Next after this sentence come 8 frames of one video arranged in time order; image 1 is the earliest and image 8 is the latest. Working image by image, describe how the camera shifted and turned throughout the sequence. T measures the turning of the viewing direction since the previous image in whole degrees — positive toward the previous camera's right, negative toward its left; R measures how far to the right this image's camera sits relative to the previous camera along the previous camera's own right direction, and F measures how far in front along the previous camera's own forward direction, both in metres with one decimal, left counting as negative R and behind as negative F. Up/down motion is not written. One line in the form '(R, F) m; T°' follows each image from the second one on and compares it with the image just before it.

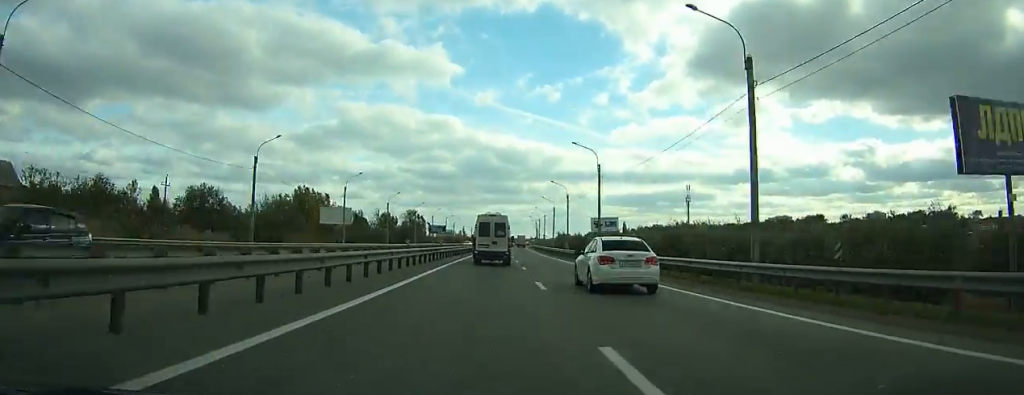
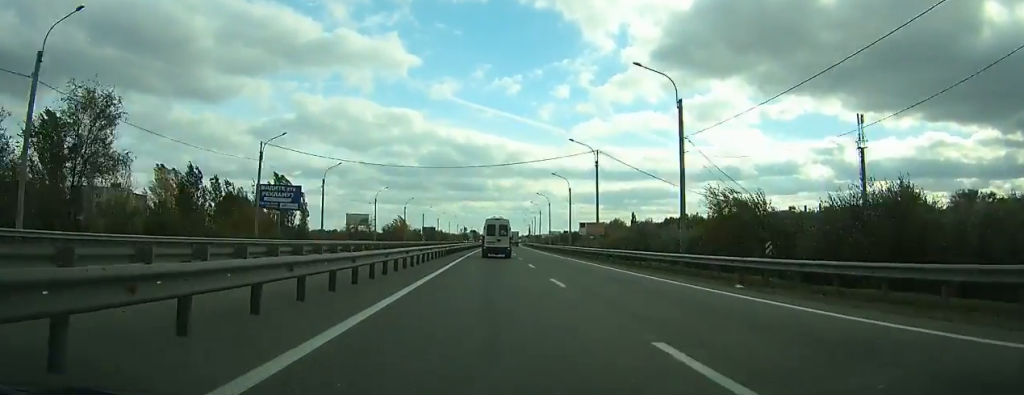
(+3.7, +140.0) m; +3°
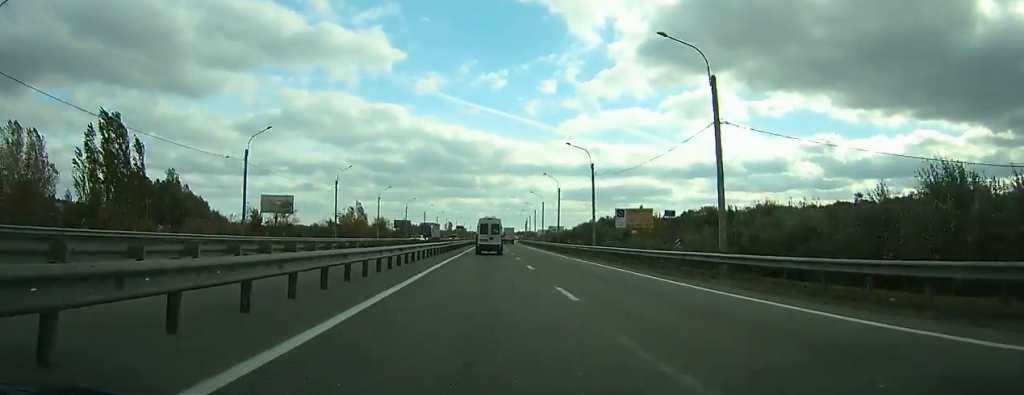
(+0.3, +50.5) m; +1°
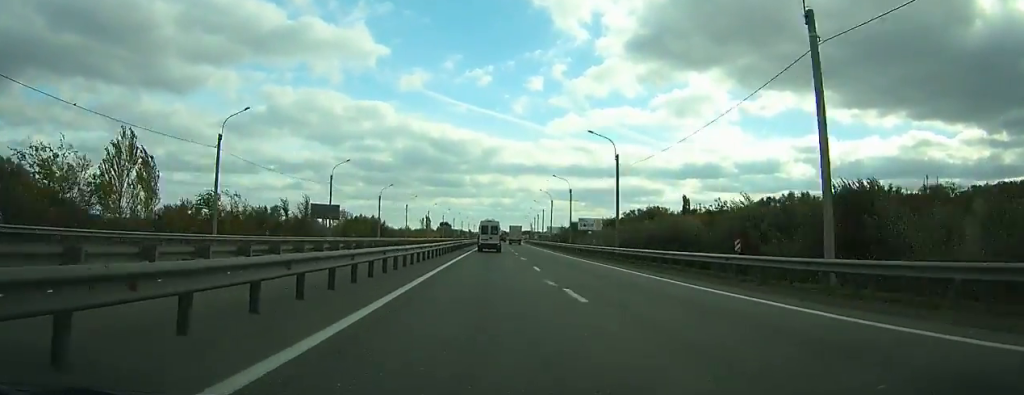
(+1.2, +96.8) m; +1°
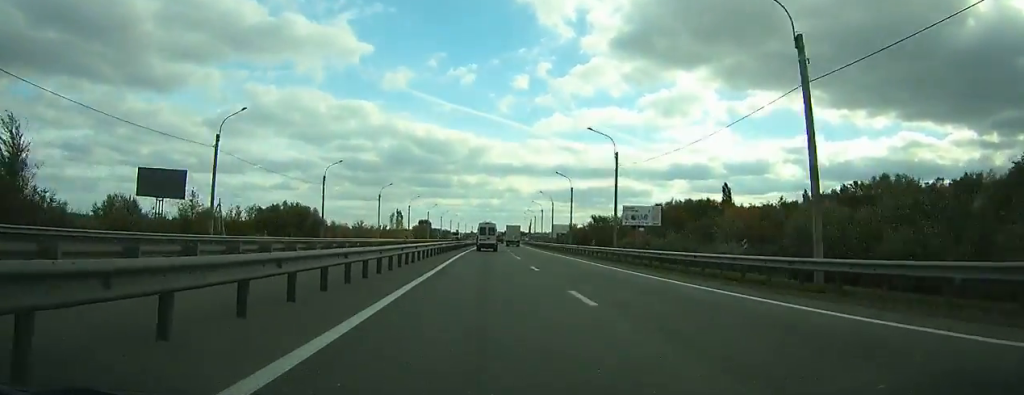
(+0.1, +61.0) m; +1°
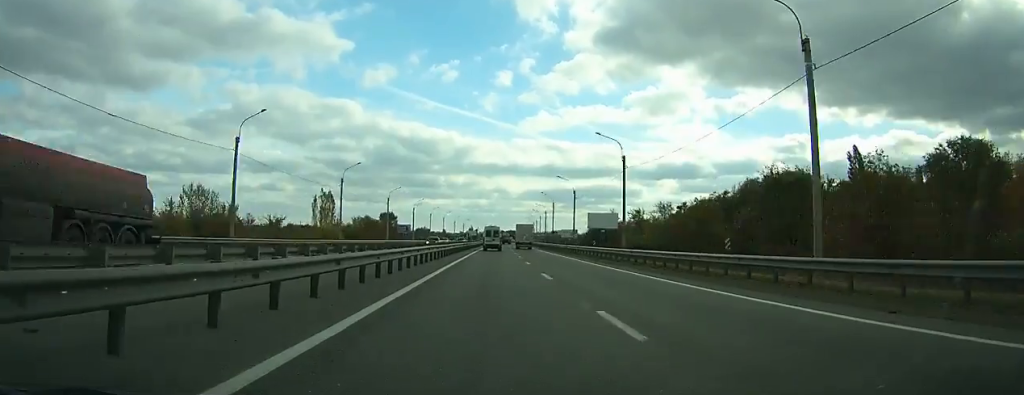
(+1.0, +88.7) m; +1°
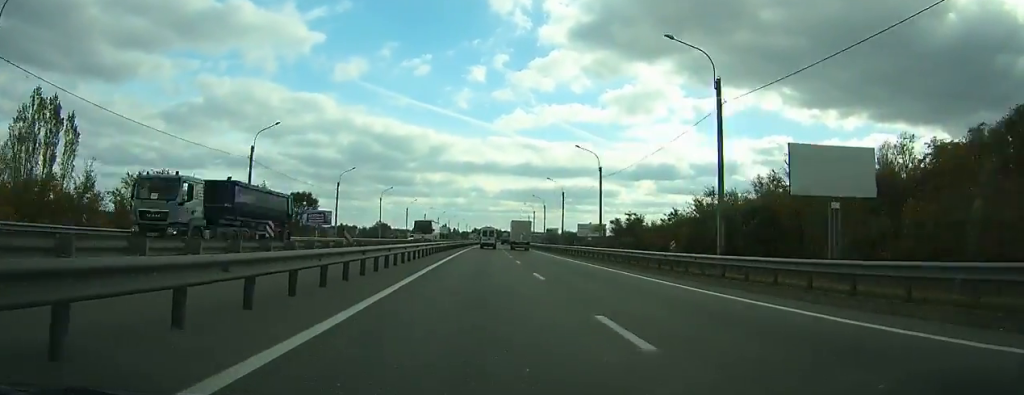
(+1.1, +86.1) m; +1°
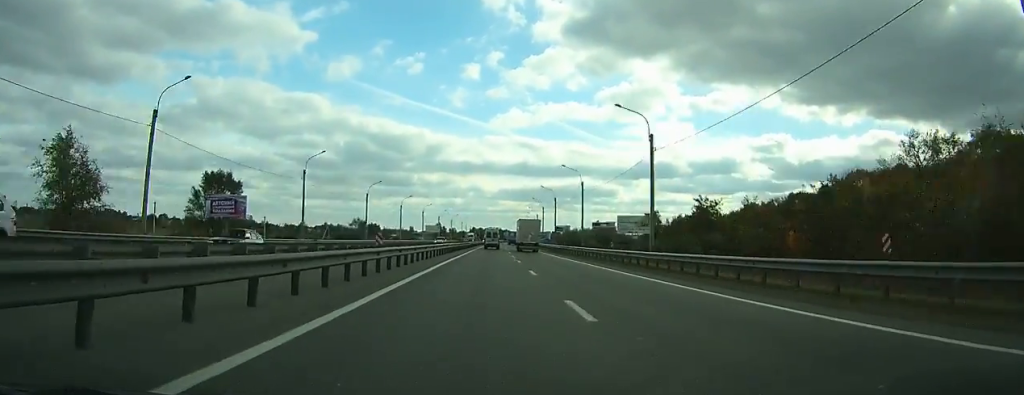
(+0.3, +45.8) m; +1°
